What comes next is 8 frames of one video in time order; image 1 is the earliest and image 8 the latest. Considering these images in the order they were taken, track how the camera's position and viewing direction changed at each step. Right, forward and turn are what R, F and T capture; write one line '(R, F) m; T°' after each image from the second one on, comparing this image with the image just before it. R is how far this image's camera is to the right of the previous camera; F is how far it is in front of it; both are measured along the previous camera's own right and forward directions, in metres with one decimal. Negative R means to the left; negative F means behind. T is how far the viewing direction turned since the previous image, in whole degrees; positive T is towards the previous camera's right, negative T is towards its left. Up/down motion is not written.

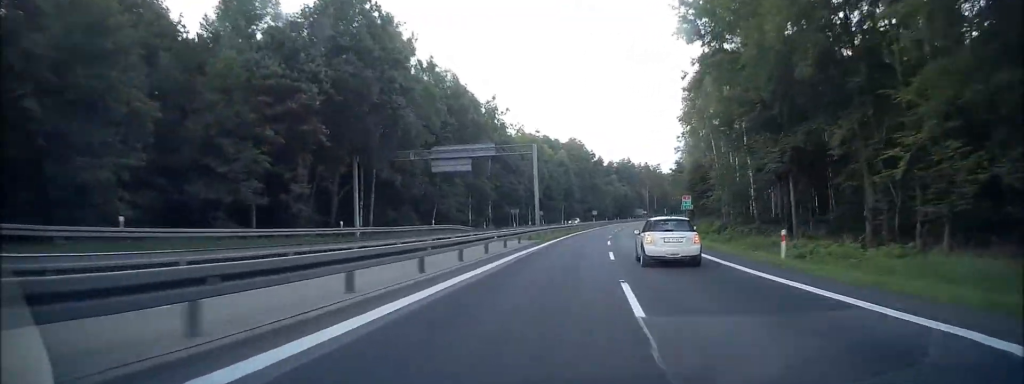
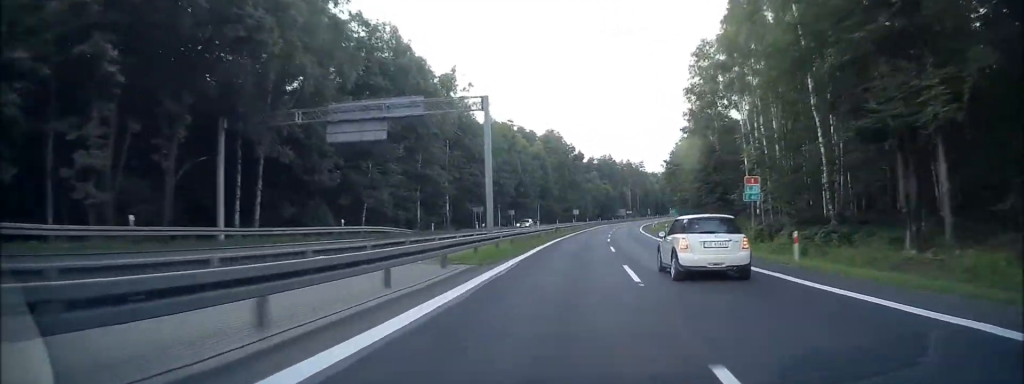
(+0.4, +18.8) m; +1°
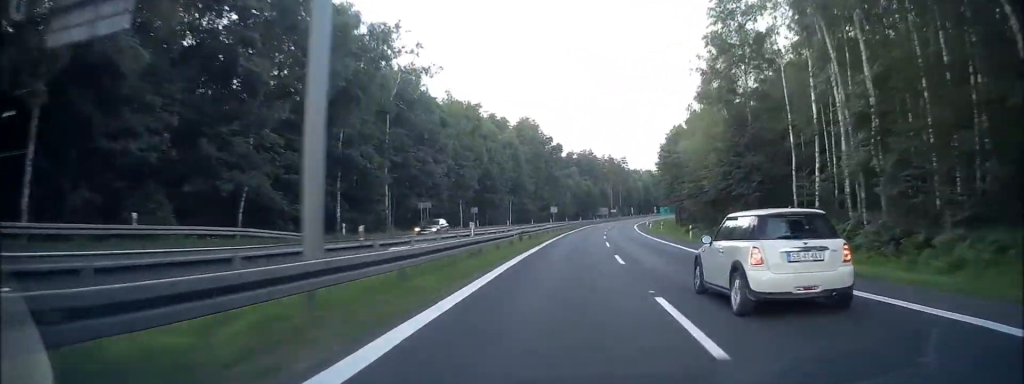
(+0.2, +18.8) m; +1°
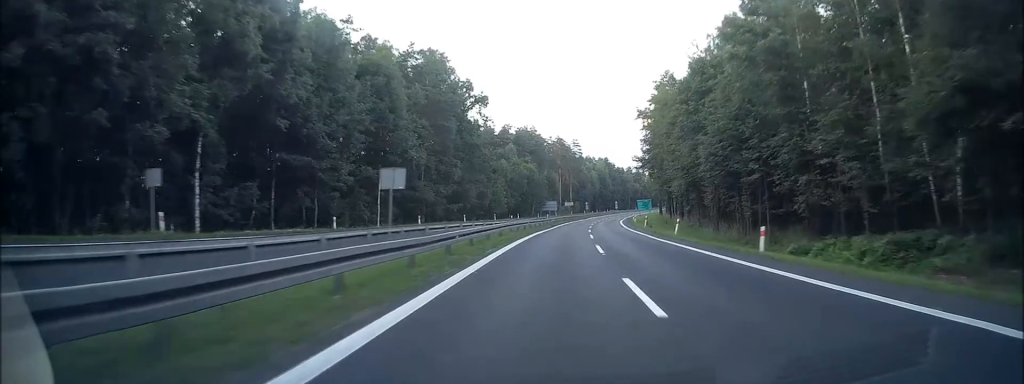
(+3.1, +56.6) m; +6°
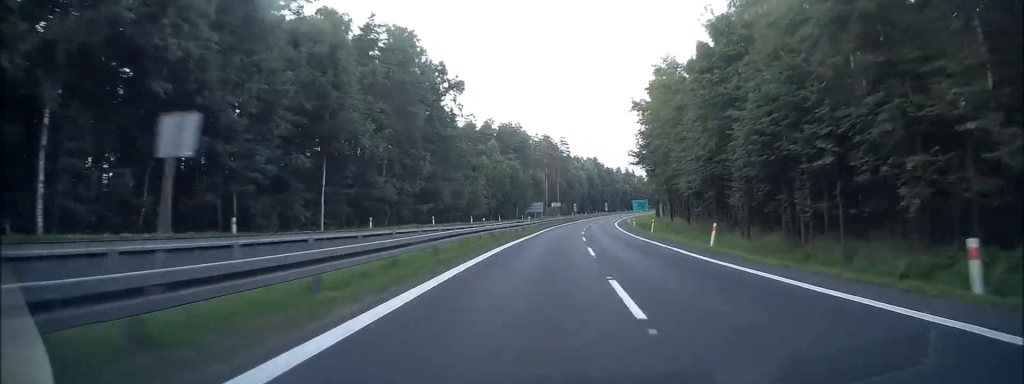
(+0.3, +11.9) m; +1°
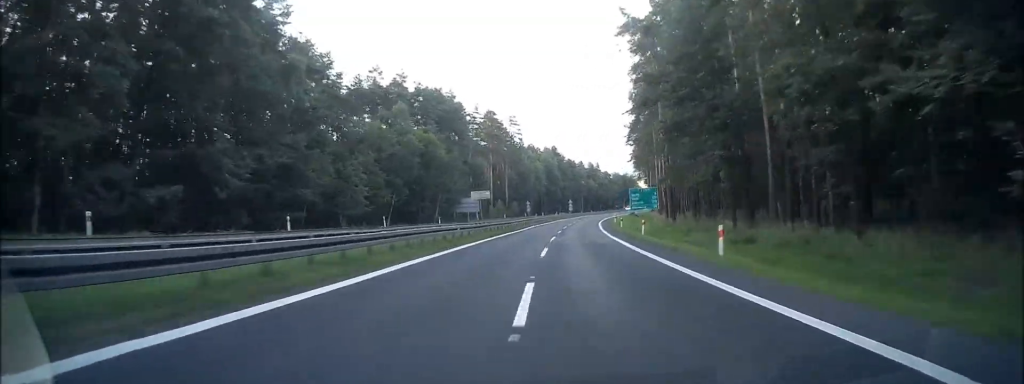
(+0.7, +48.8) m; +2°
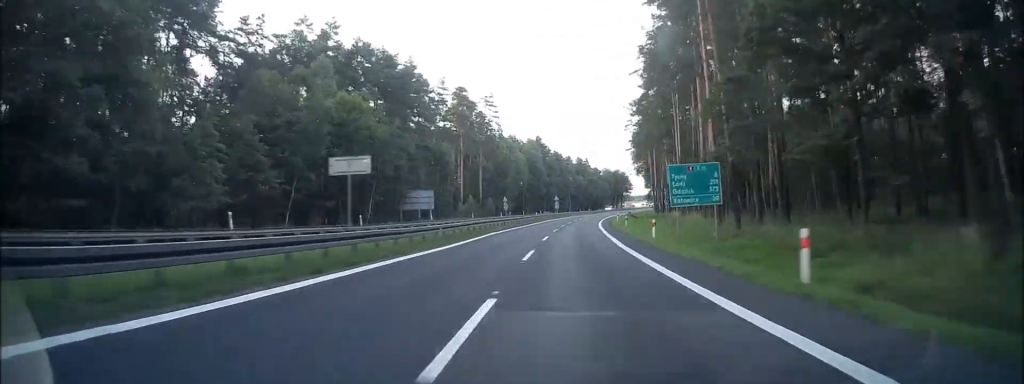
(+0.4, +26.8) m; +2°
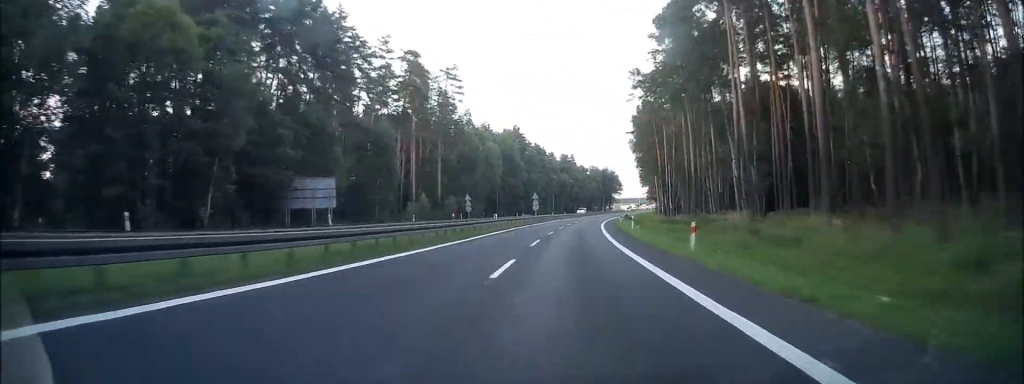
(+0.7, +30.3) m; +2°
